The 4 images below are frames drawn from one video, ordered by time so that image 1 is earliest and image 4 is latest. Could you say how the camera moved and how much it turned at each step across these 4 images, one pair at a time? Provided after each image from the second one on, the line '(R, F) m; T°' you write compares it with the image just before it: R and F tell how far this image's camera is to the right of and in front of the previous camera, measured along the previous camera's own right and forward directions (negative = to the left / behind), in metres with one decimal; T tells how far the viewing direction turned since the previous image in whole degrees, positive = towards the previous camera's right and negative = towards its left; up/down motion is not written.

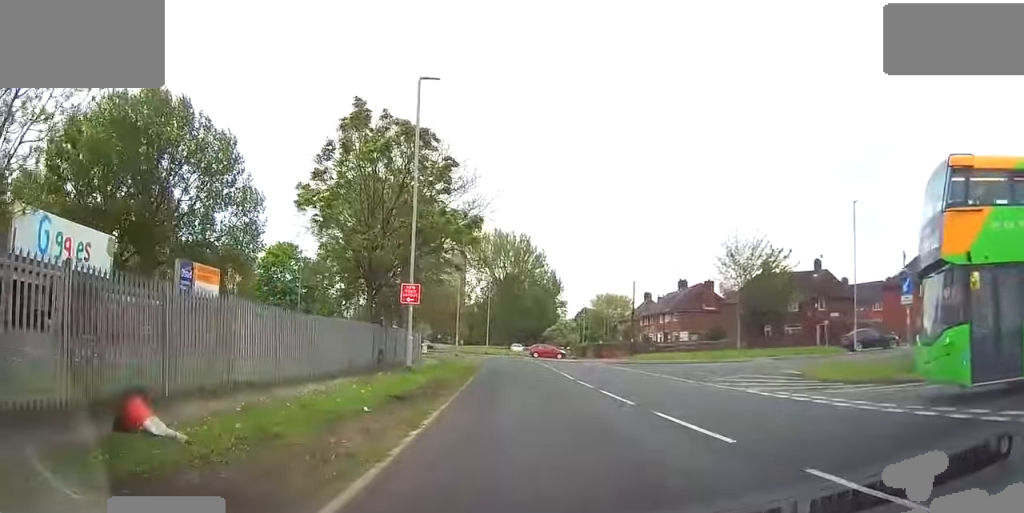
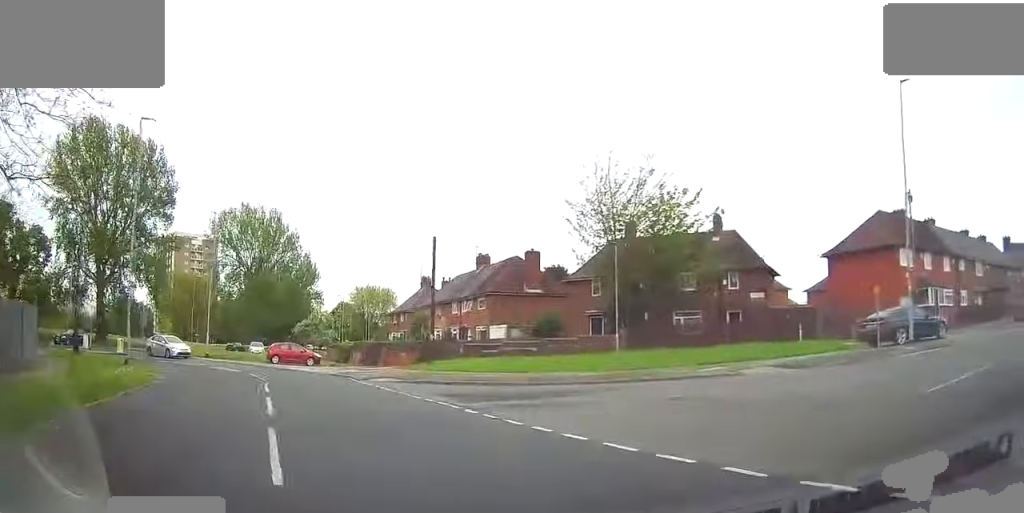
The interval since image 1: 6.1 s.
(+1.7, +23.2) m; +24°
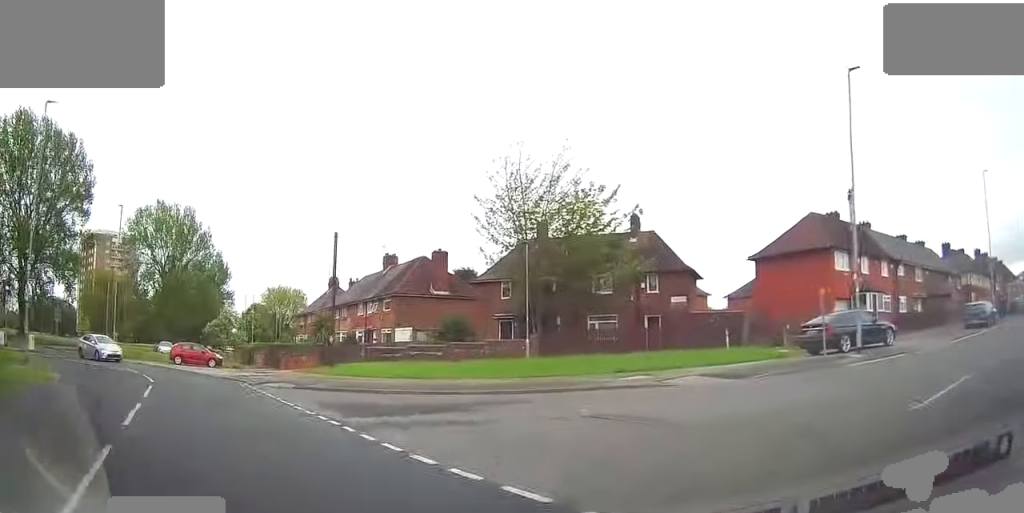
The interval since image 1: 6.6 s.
(0.0, +2.1) m; +6°
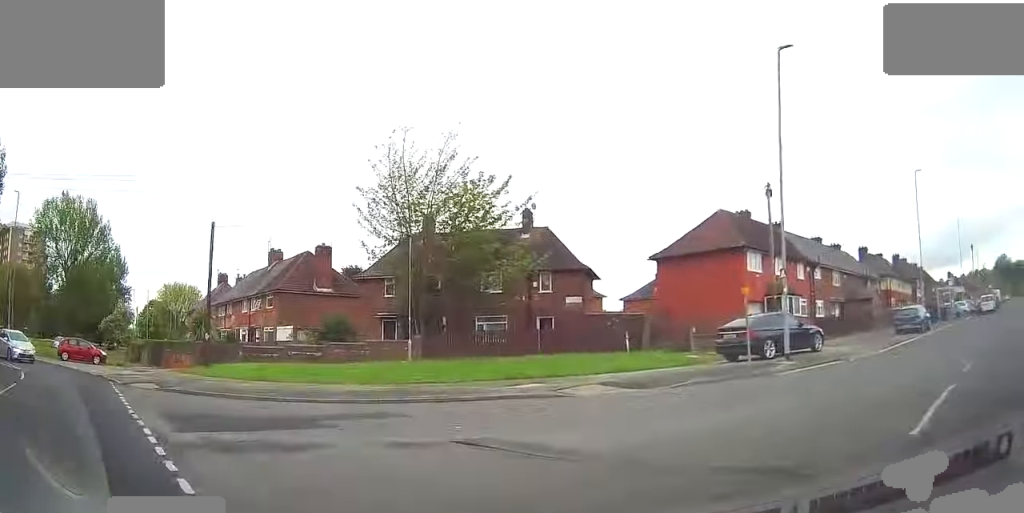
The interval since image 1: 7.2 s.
(+0.2, +2.3) m; +10°
